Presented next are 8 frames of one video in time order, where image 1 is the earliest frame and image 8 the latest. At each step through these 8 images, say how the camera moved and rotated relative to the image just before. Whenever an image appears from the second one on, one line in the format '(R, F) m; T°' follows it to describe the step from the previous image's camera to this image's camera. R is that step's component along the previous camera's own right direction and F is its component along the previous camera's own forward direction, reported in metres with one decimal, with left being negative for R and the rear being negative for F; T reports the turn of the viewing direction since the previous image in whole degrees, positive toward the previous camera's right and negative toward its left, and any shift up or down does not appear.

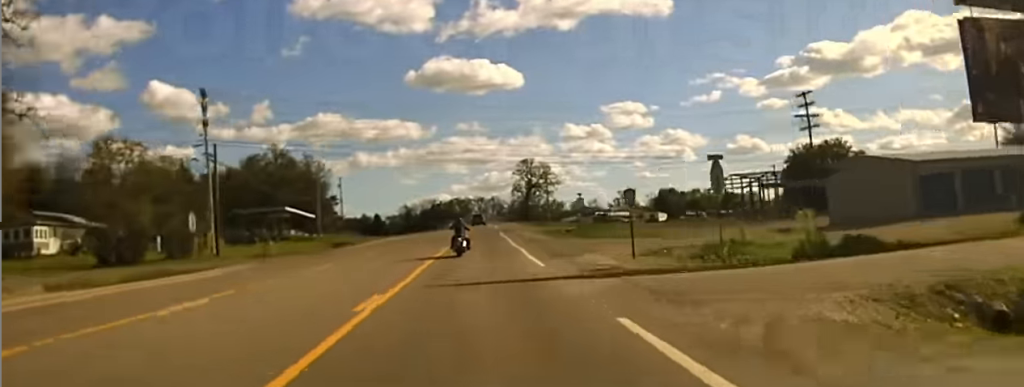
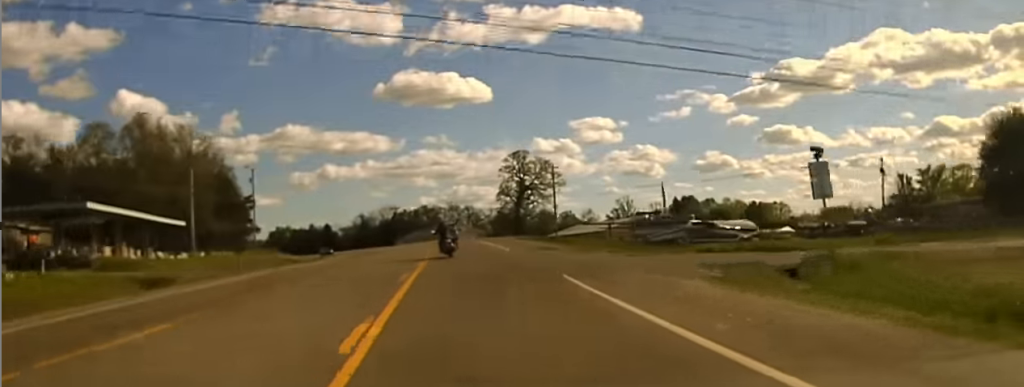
(+1.3, +43.1) m; +2°
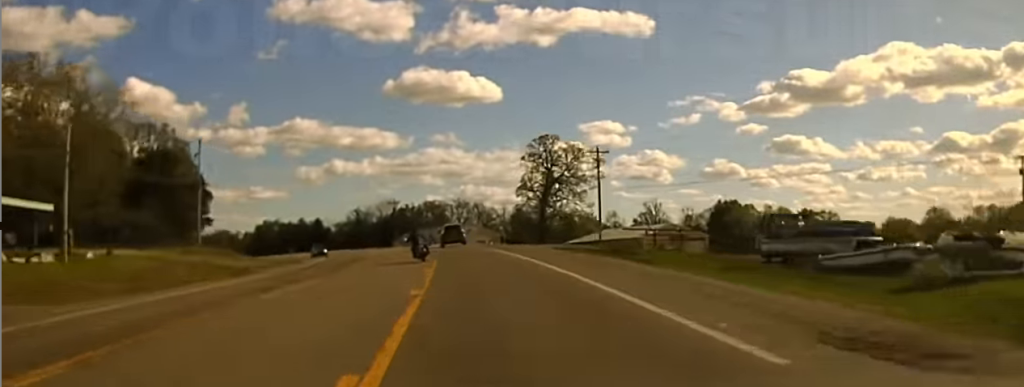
(+0.2, +30.2) m; 0°
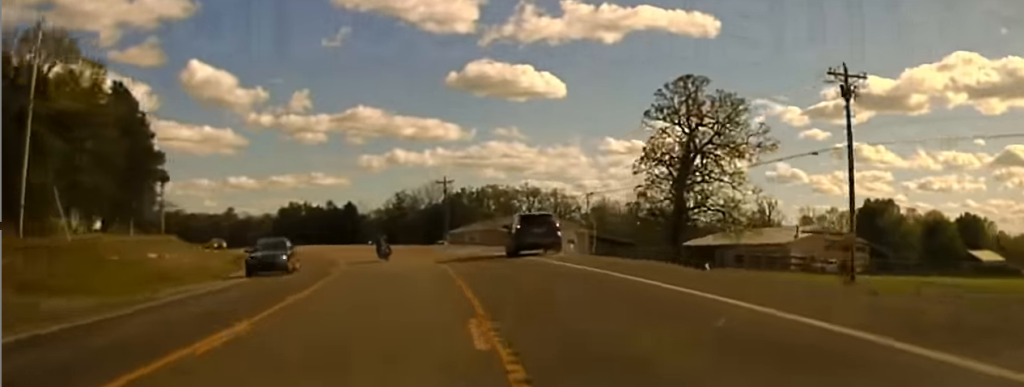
(-1.1, +57.6) m; -5°
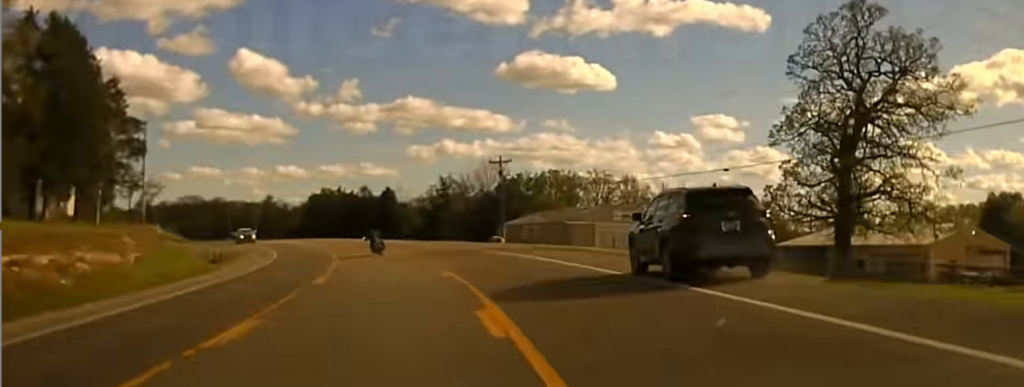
(-1.6, +30.3) m; -4°
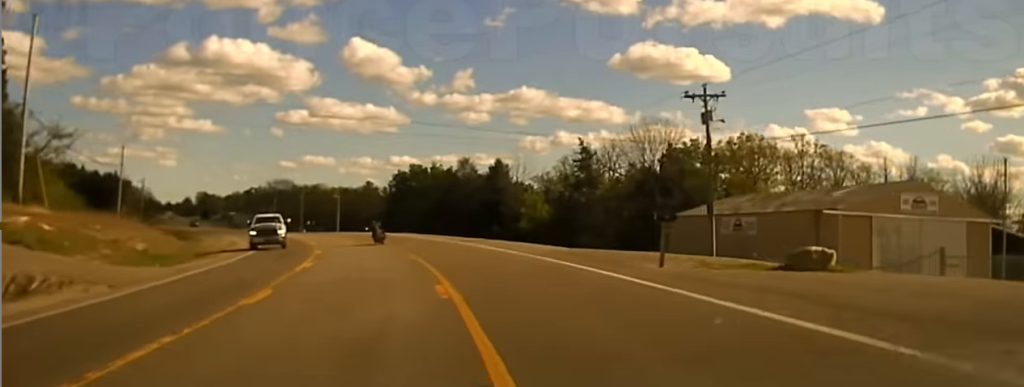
(-2.8, +54.9) m; -8°
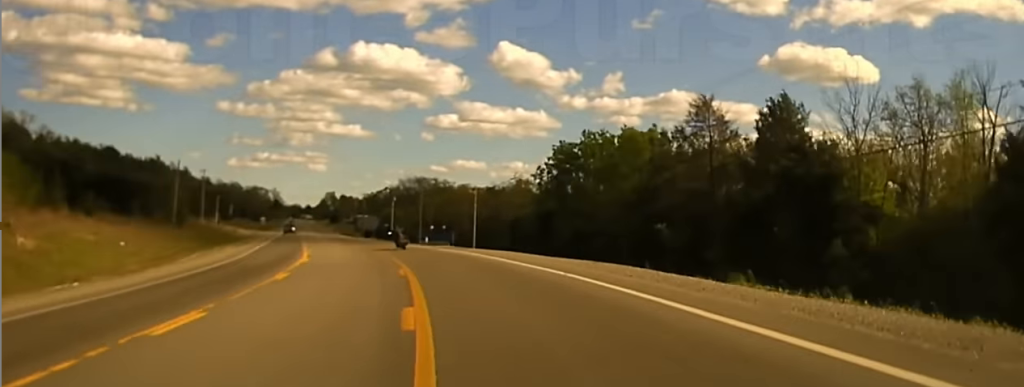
(-5.5, +56.4) m; -8°
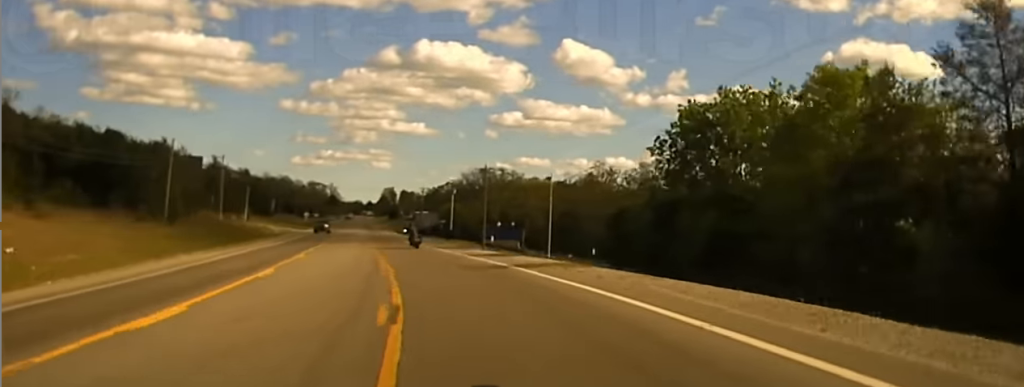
(0.0, +19.7) m; -3°
